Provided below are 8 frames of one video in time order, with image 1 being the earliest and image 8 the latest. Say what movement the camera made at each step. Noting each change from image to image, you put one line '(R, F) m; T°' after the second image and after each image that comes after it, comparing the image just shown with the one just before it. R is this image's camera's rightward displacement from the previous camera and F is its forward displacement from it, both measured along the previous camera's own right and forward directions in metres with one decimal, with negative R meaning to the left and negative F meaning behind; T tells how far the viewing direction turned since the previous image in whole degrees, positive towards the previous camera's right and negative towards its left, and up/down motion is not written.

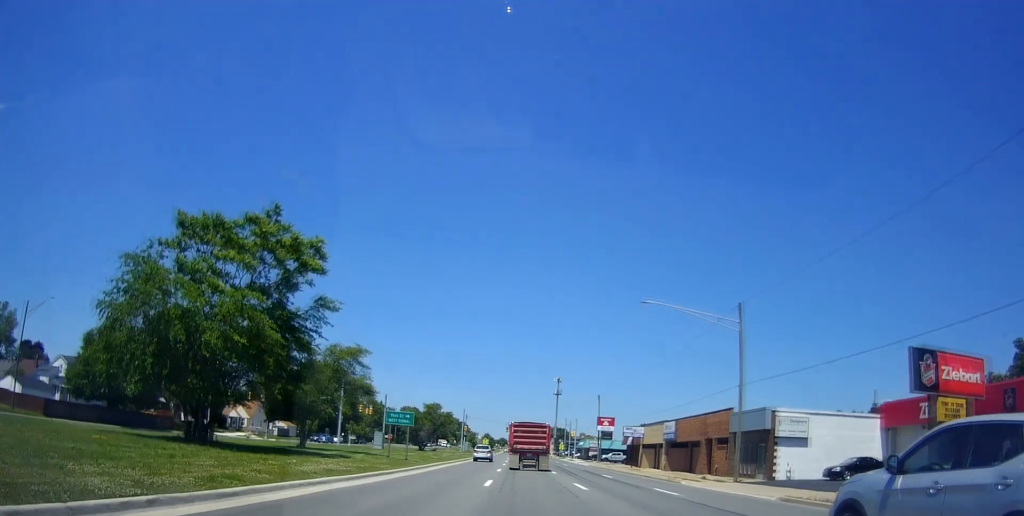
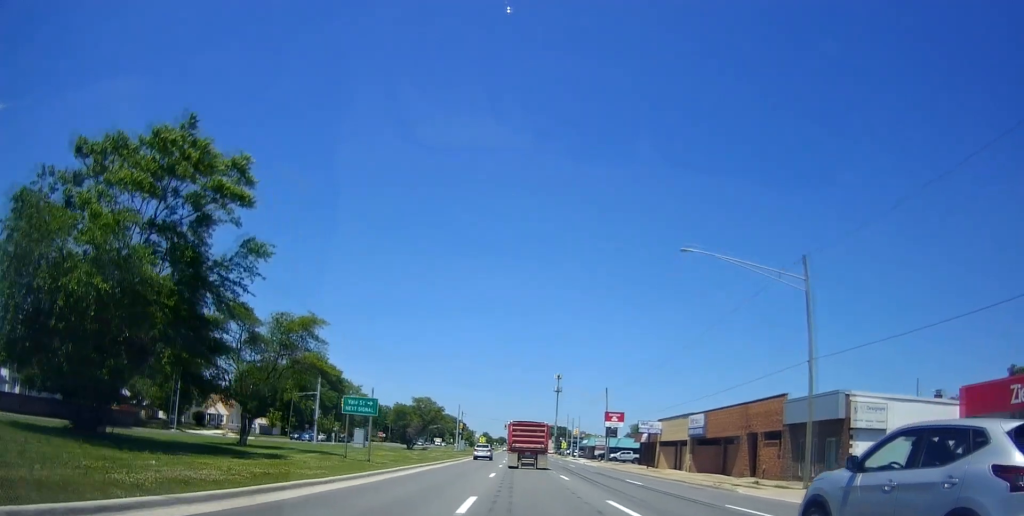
(-0.1, +8.9) m; 0°
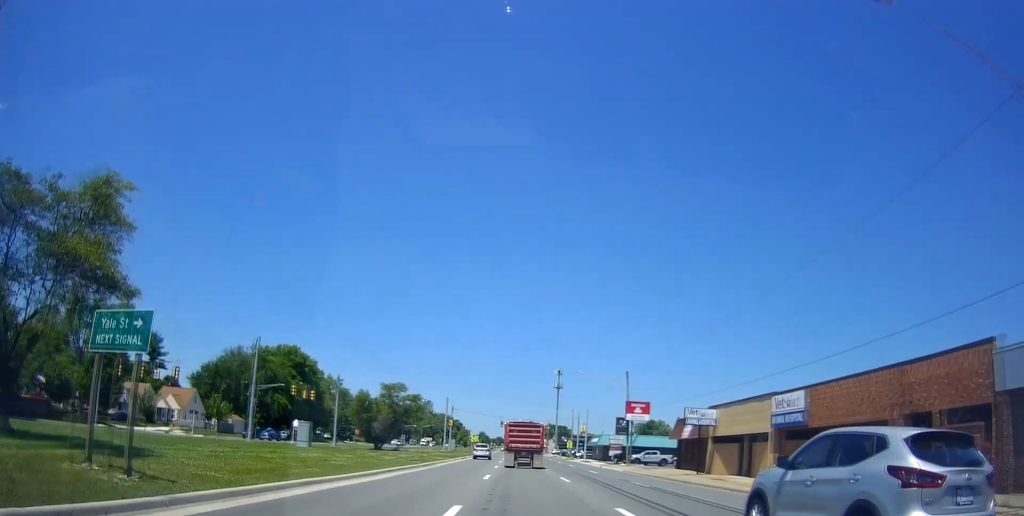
(+0.2, +17.4) m; 0°
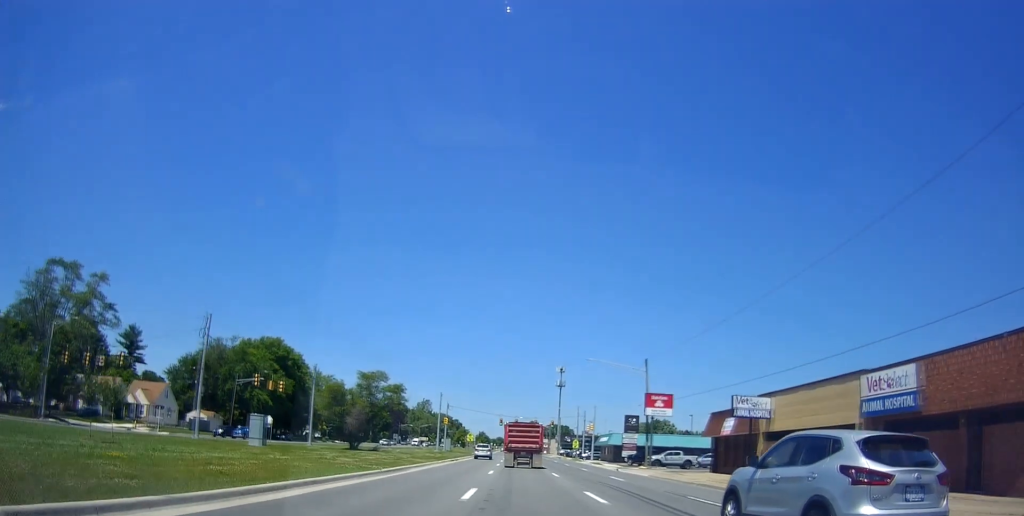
(-0.1, +9.7) m; 0°
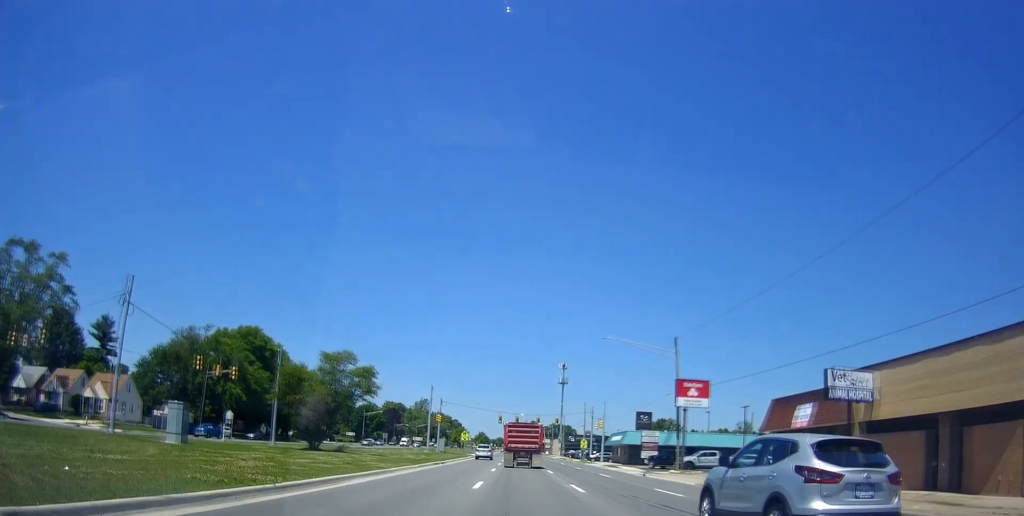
(-0.2, +10.9) m; 0°
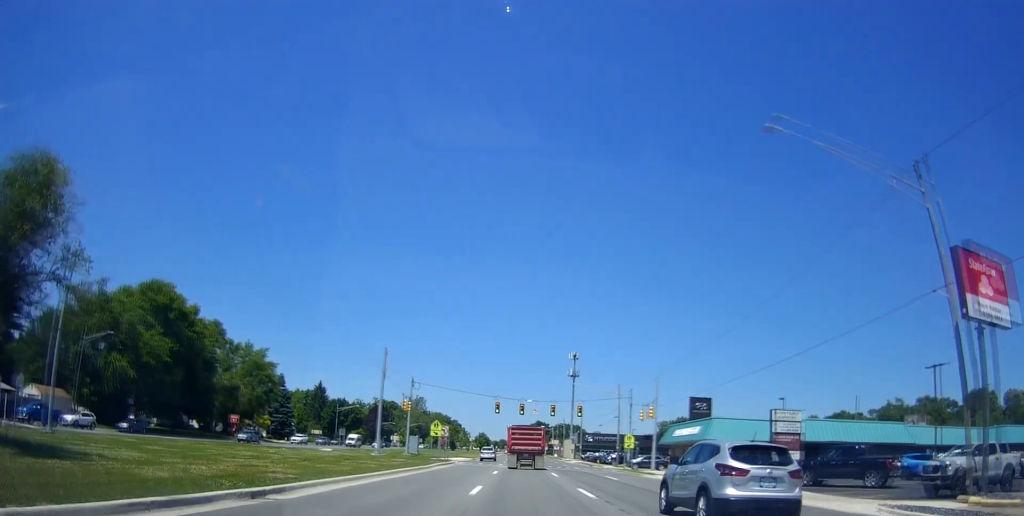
(+0.3, +32.4) m; 0°
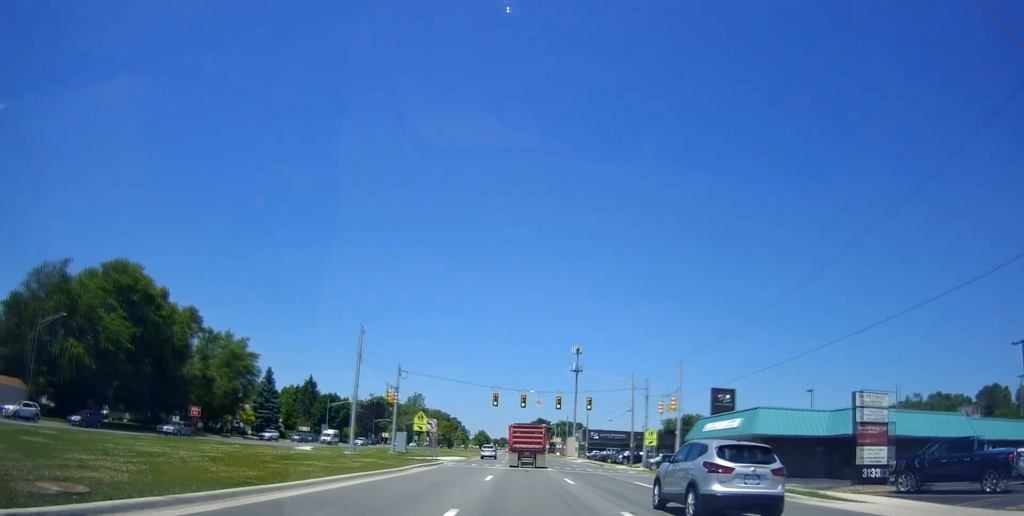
(0.0, +8.6) m; 0°
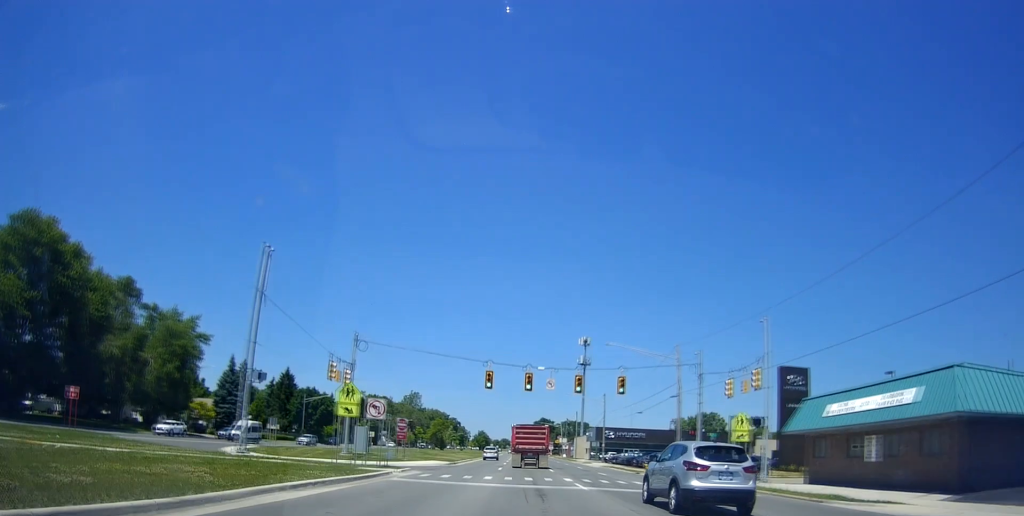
(0.0, +18.5) m; 0°
